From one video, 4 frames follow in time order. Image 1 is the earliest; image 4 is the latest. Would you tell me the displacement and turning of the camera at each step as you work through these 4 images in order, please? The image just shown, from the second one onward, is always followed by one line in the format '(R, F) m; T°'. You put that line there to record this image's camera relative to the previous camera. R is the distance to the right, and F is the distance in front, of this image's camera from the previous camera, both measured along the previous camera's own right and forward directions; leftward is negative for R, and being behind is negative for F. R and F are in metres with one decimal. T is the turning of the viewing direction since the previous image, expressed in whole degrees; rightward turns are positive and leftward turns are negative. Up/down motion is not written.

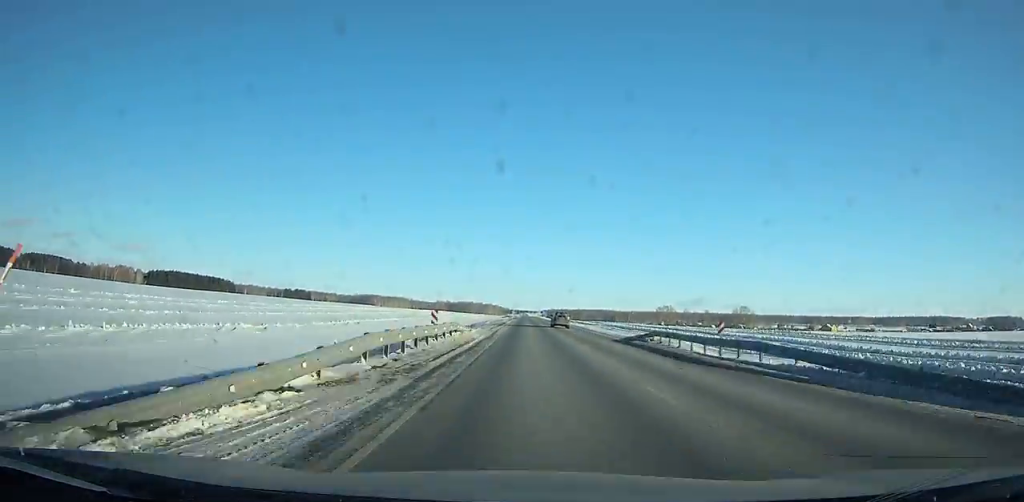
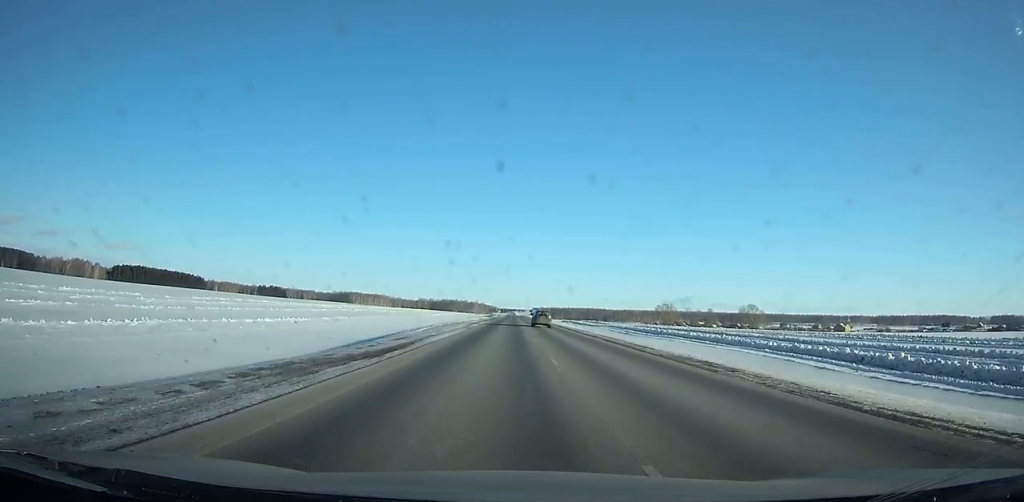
(+0.4, +51.8) m; 0°
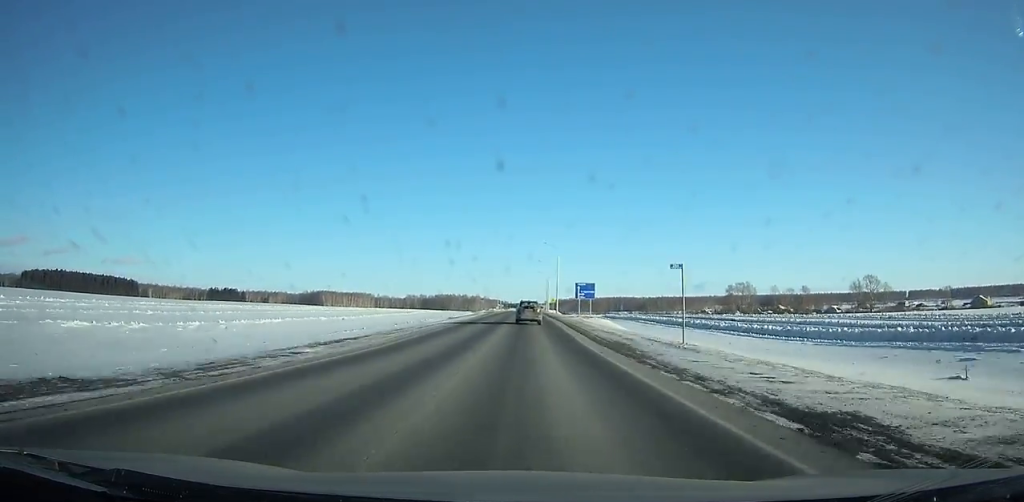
(-0.3, +180.3) m; 0°
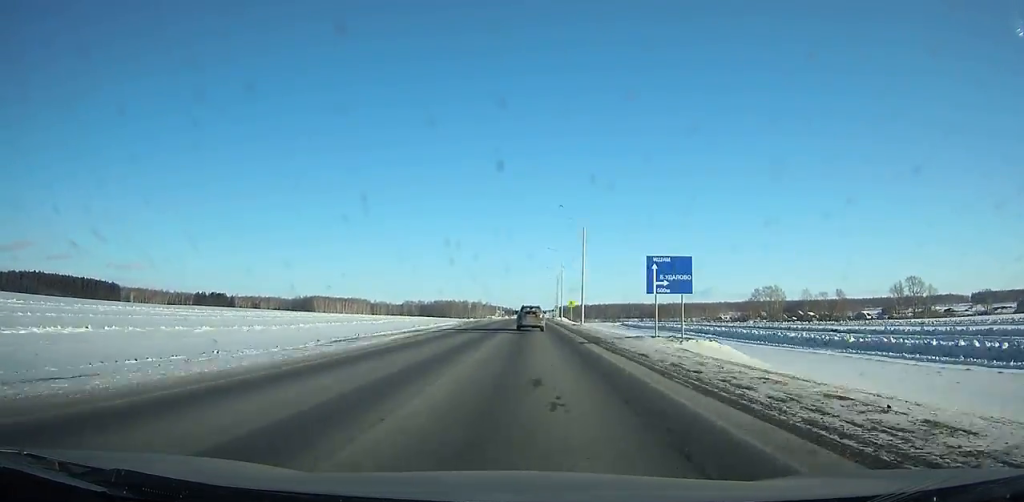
(0.0, +42.7) m; 0°
